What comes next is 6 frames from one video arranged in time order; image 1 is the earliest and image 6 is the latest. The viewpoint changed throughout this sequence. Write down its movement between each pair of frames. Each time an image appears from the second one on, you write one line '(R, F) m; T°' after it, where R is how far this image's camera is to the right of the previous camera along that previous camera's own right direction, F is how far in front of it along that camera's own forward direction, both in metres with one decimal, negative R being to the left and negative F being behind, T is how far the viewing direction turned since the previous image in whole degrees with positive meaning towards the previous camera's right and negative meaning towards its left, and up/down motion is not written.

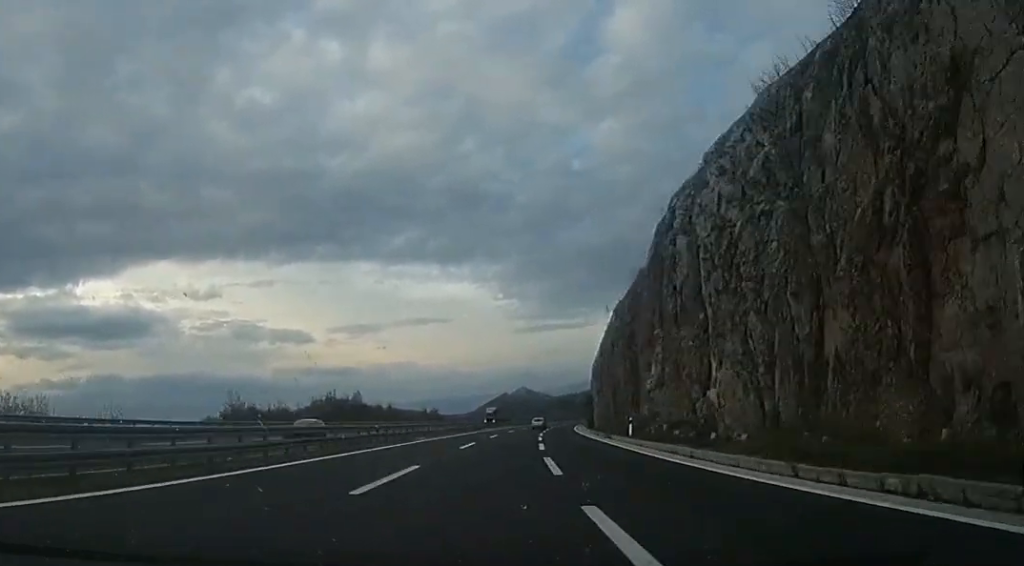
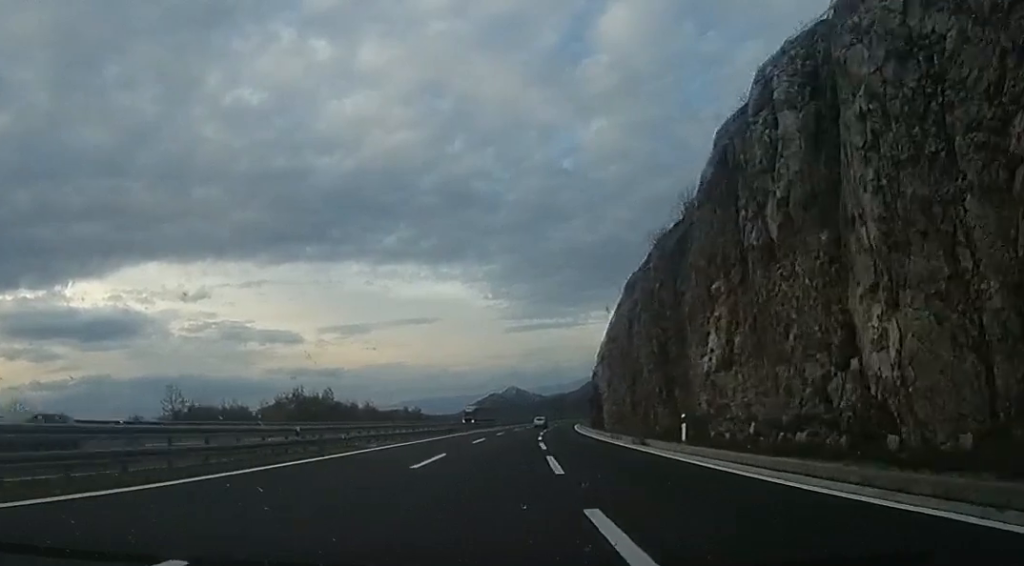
(0.0, +11.9) m; +1°
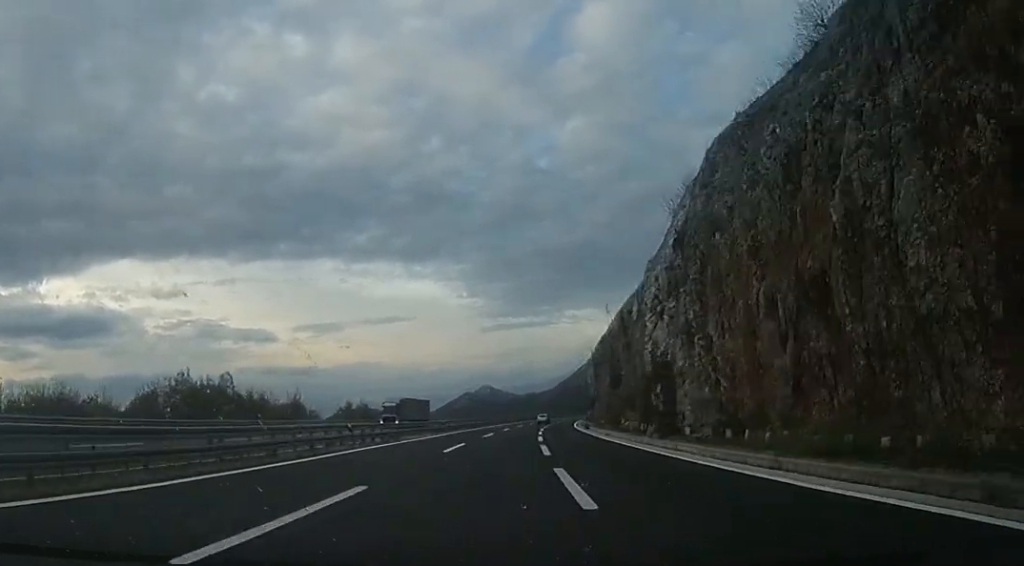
(+0.3, +28.5) m; +3°
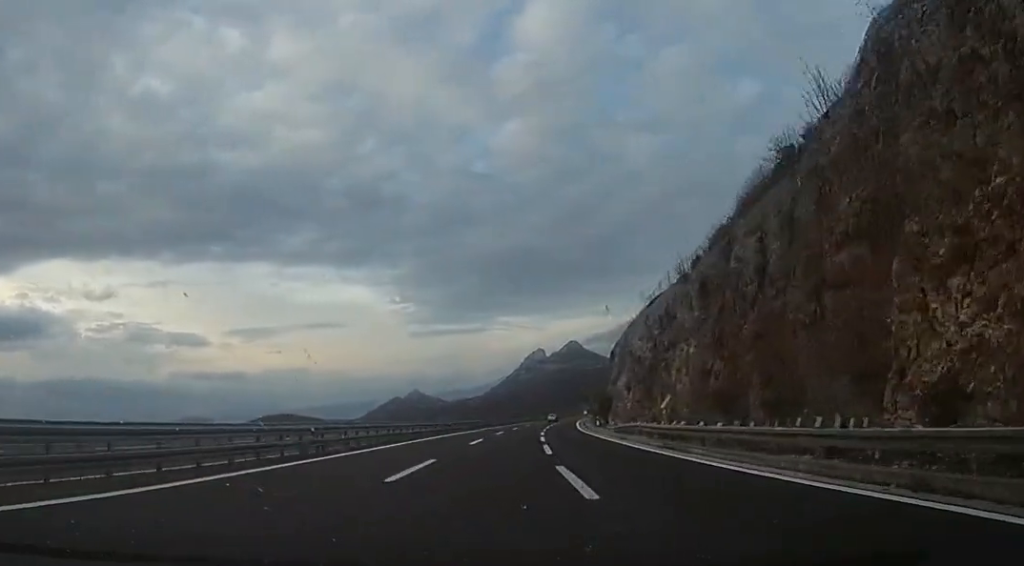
(+4.4, +79.0) m; +9°
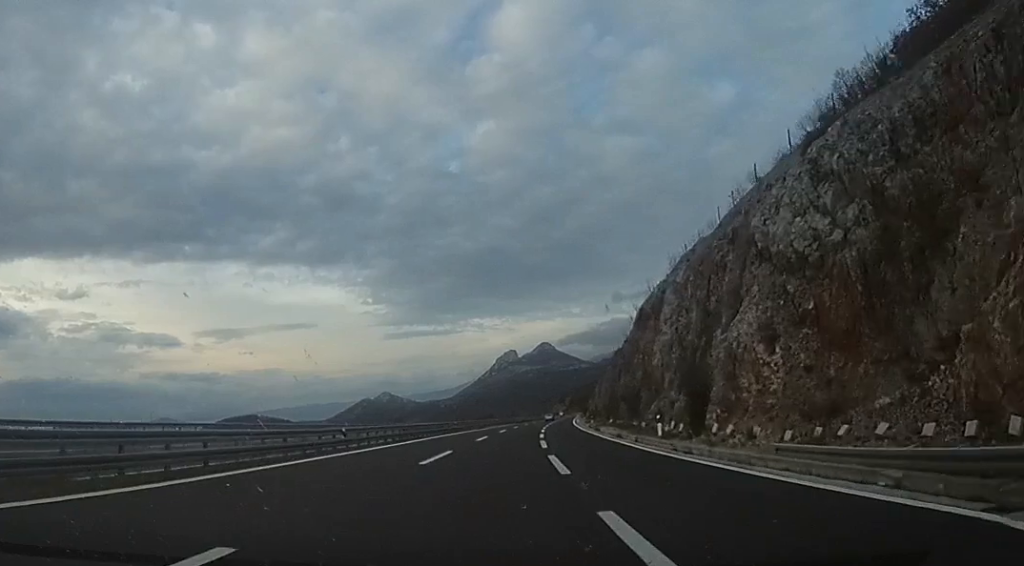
(+1.7, +31.2) m; +3°
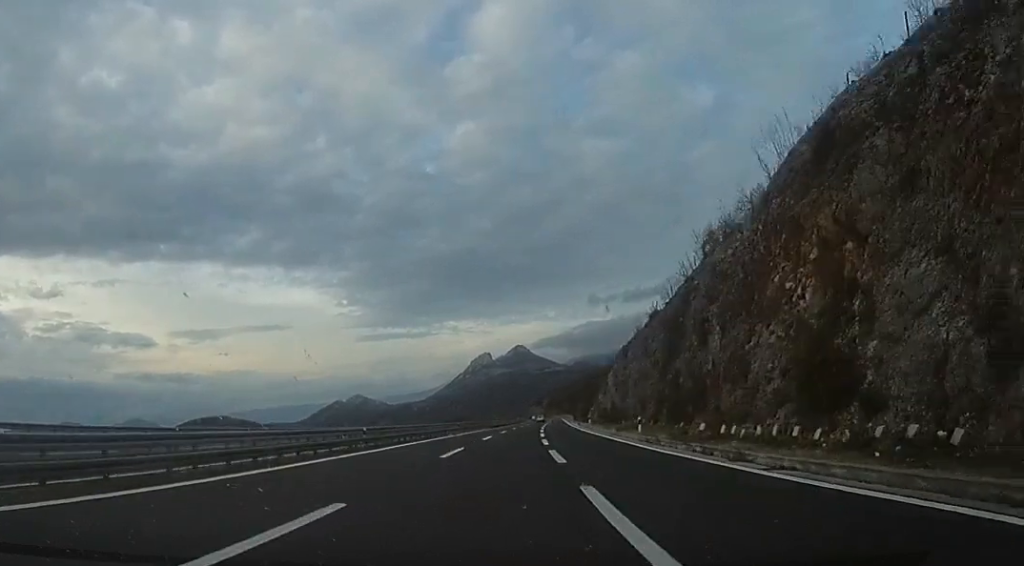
(0.0, +32.5) m; 0°
